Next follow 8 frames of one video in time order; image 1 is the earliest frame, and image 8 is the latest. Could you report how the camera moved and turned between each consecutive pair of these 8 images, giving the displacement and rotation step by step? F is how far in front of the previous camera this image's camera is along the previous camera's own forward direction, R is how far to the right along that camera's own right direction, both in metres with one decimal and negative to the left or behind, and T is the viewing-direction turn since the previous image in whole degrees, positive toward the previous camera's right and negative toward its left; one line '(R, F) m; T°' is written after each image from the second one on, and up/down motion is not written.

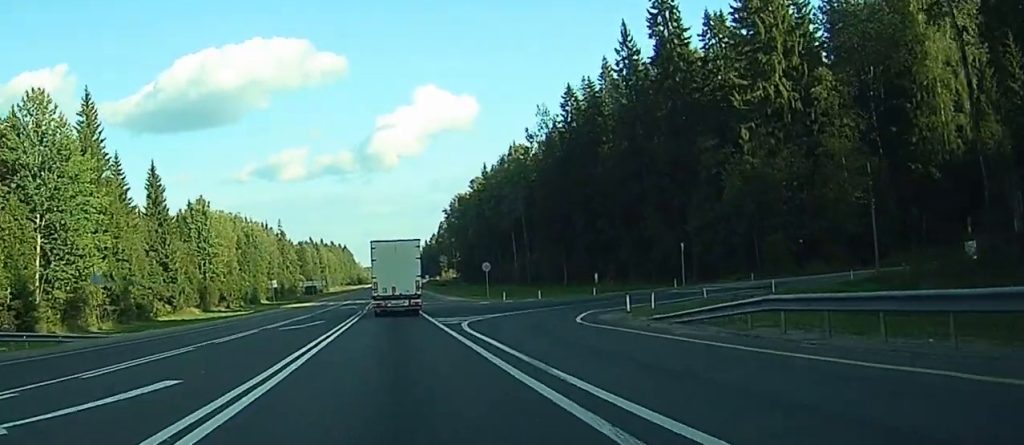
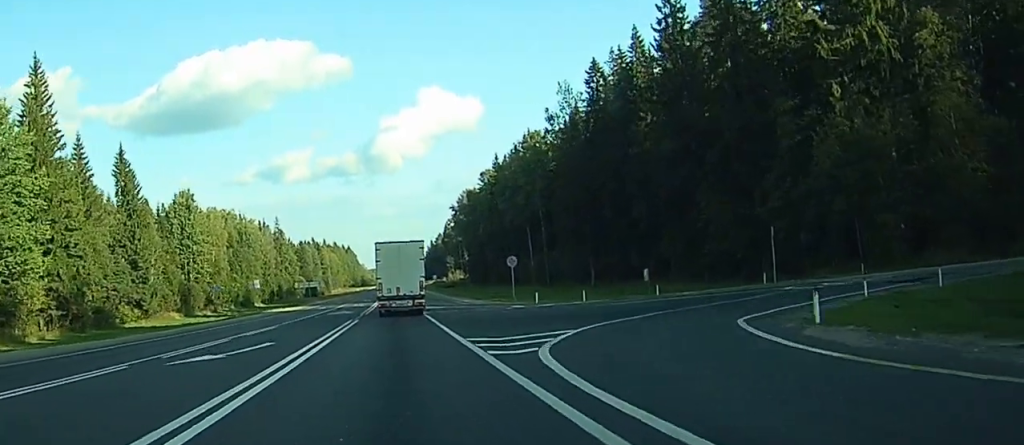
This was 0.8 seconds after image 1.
(-0.4, +17.7) m; -1°
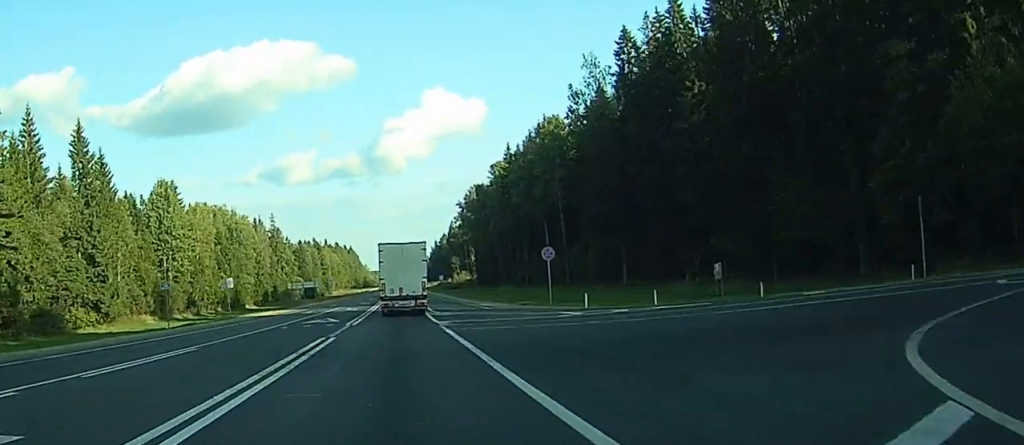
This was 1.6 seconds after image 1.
(+0.2, +17.2) m; 0°
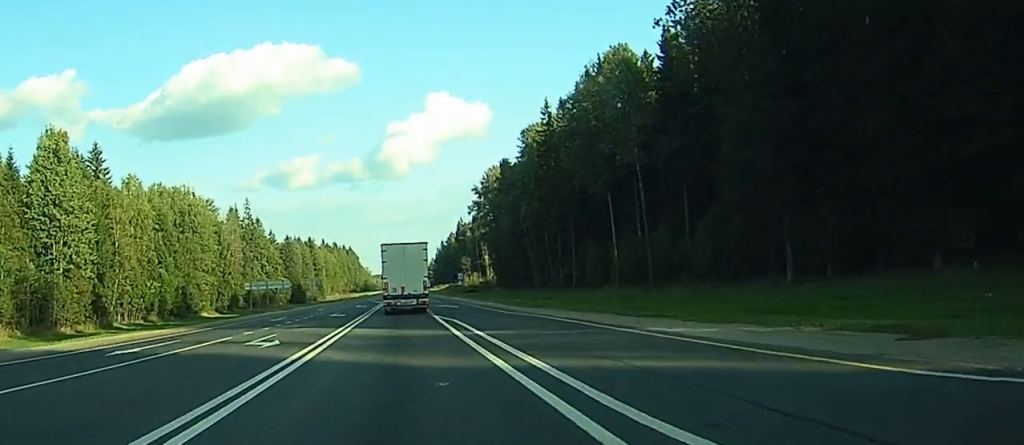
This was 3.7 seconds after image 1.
(-0.5, +48.7) m; -1°
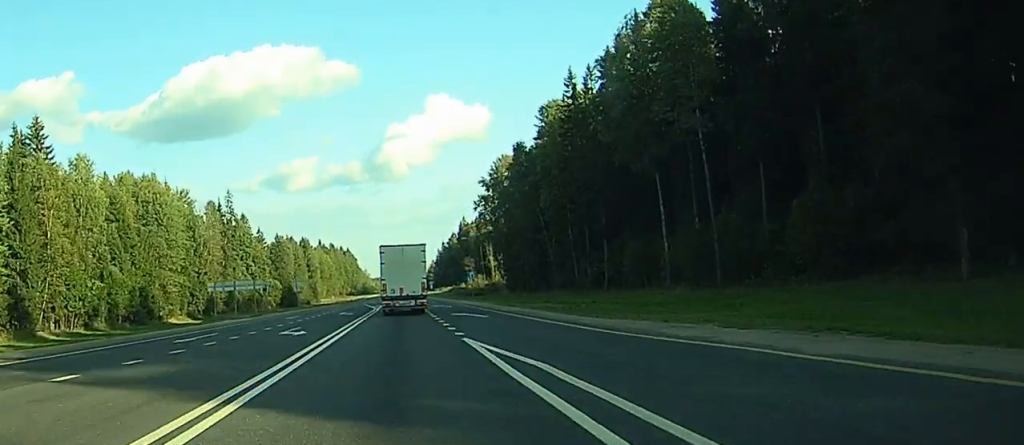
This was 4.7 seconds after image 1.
(0.0, +22.4) m; 0°
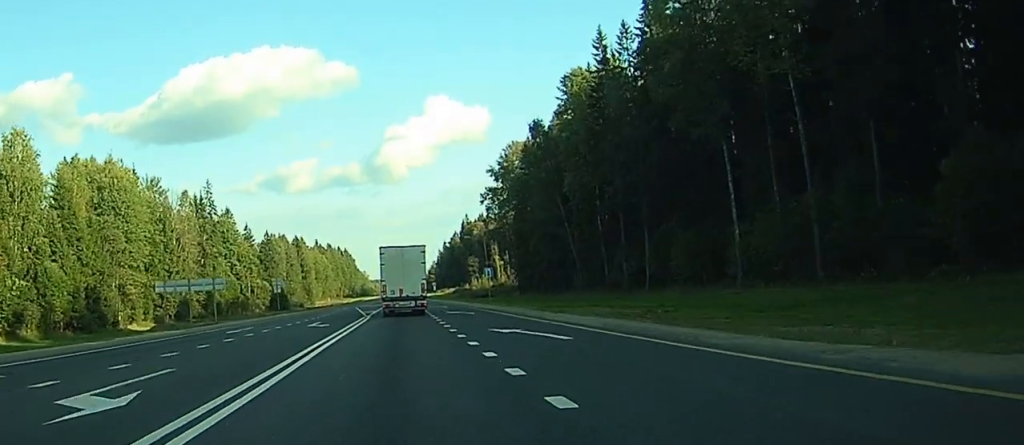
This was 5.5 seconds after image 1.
(0.0, +20.3) m; 0°
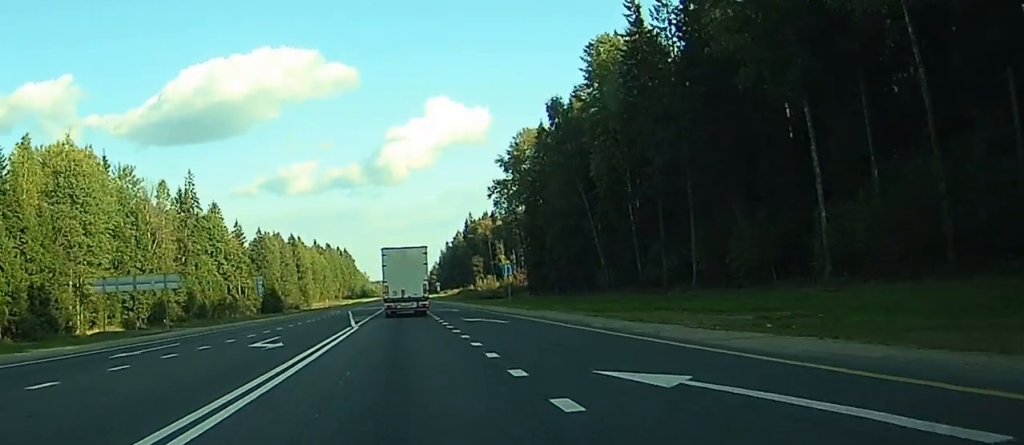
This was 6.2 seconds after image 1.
(+0.1, +15.7) m; 0°
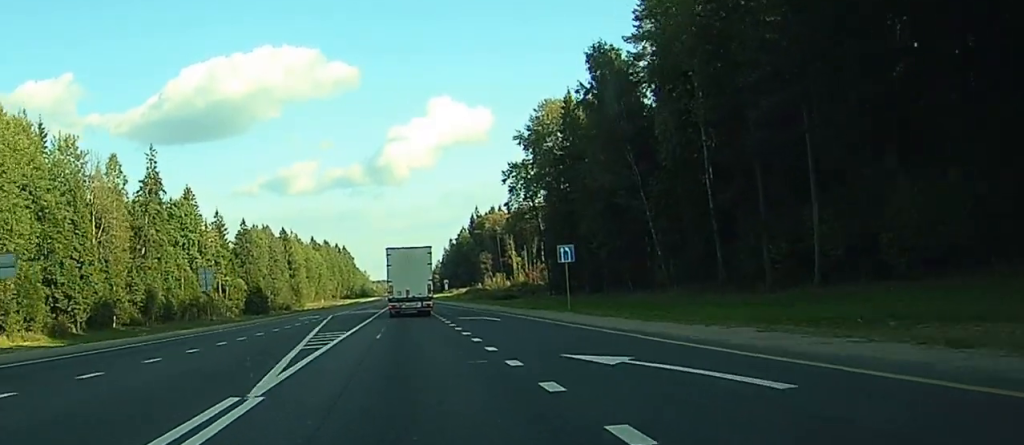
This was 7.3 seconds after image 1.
(+0.1, +25.4) m; 0°
